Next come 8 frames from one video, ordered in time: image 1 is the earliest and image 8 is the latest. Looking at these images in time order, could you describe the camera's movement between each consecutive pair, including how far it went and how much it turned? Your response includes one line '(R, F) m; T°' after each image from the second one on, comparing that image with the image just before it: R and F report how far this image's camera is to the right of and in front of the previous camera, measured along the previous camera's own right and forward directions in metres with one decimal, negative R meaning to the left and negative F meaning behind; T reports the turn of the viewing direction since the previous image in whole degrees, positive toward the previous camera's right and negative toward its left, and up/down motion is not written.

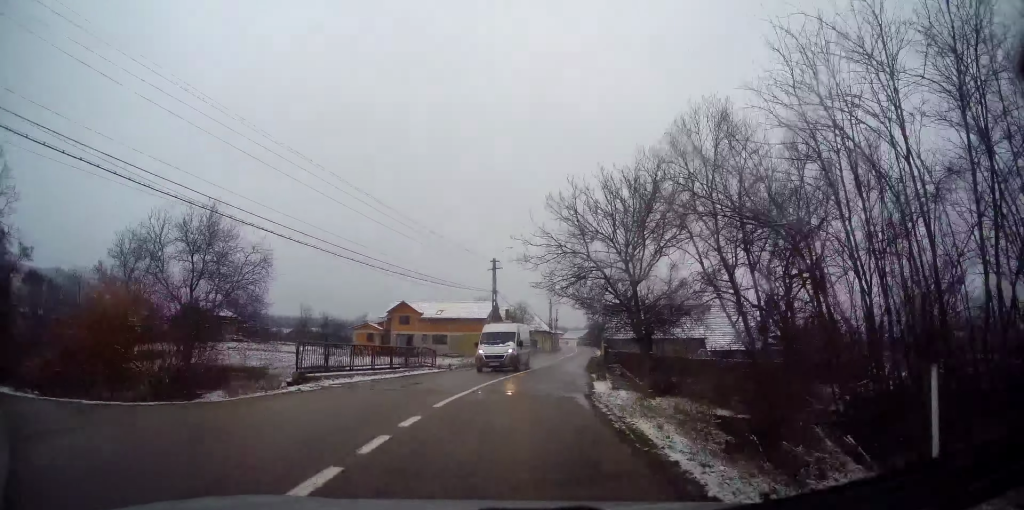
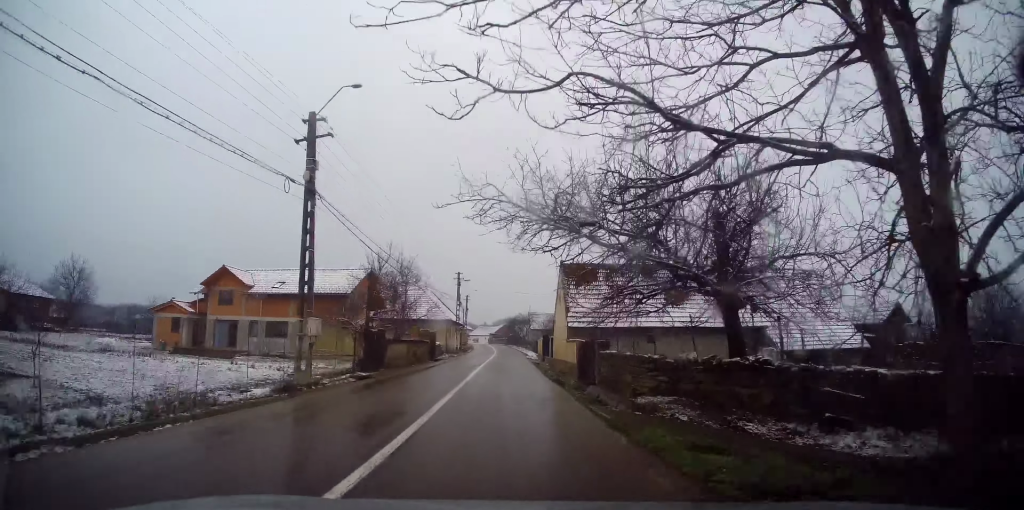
(+2.3, +27.6) m; +9°
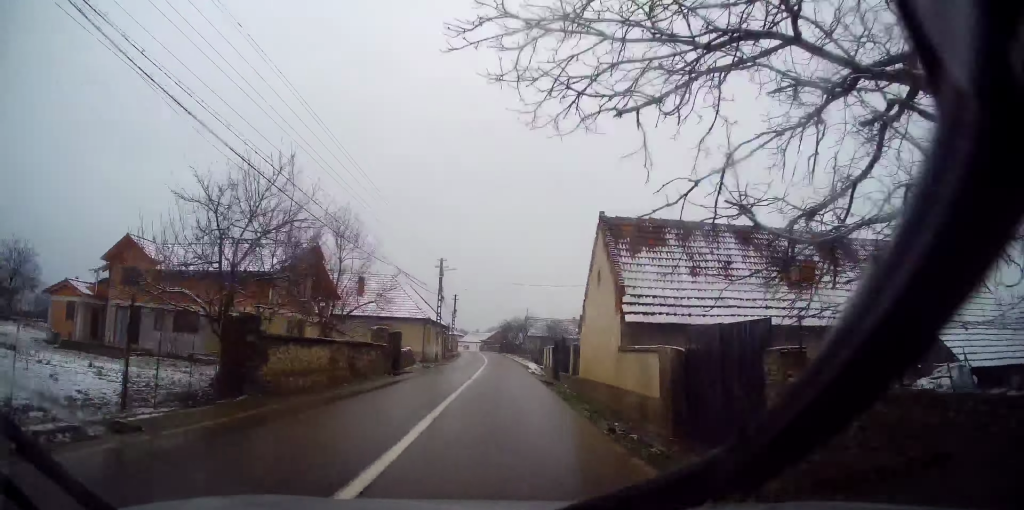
(+0.3, +12.0) m; +1°
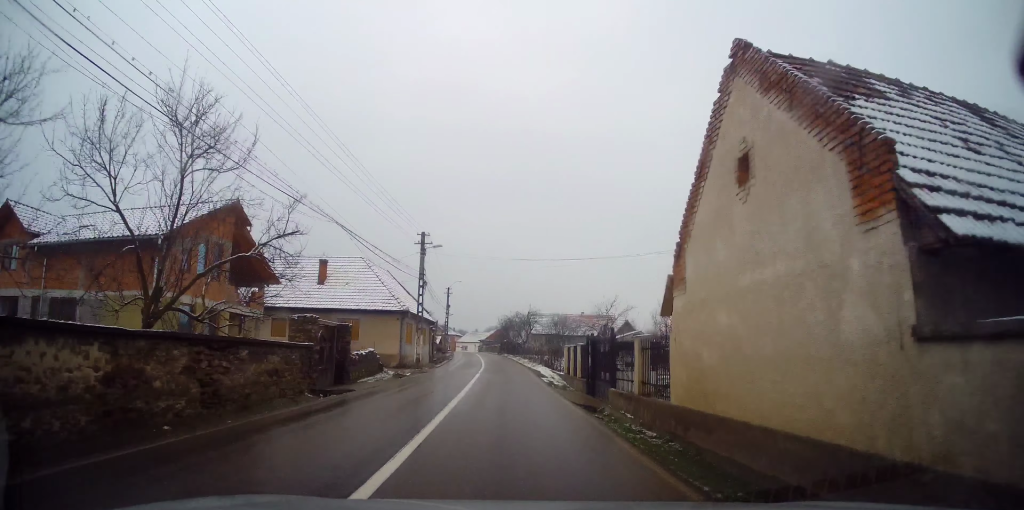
(0.0, +10.1) m; 0°
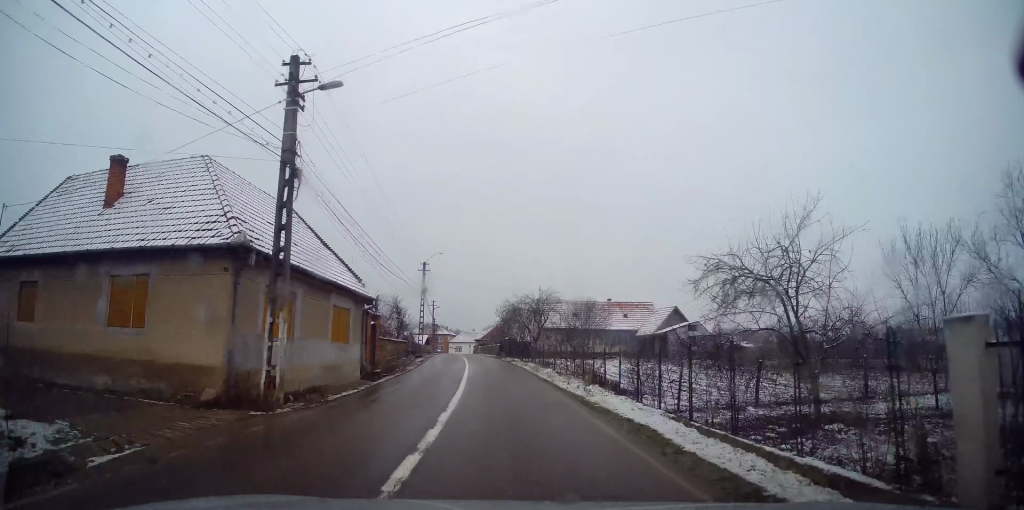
(0.0, +21.2) m; +1°
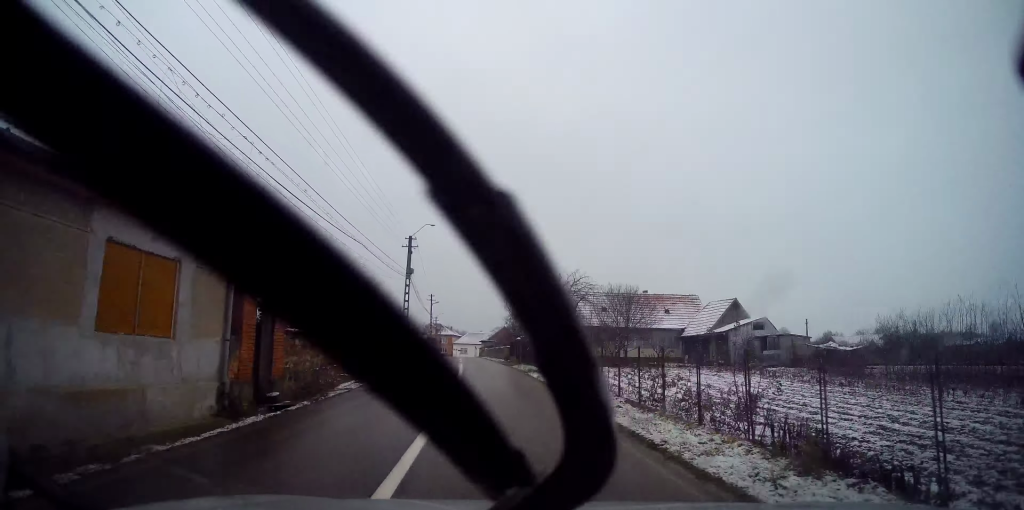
(+0.3, +12.1) m; -1°
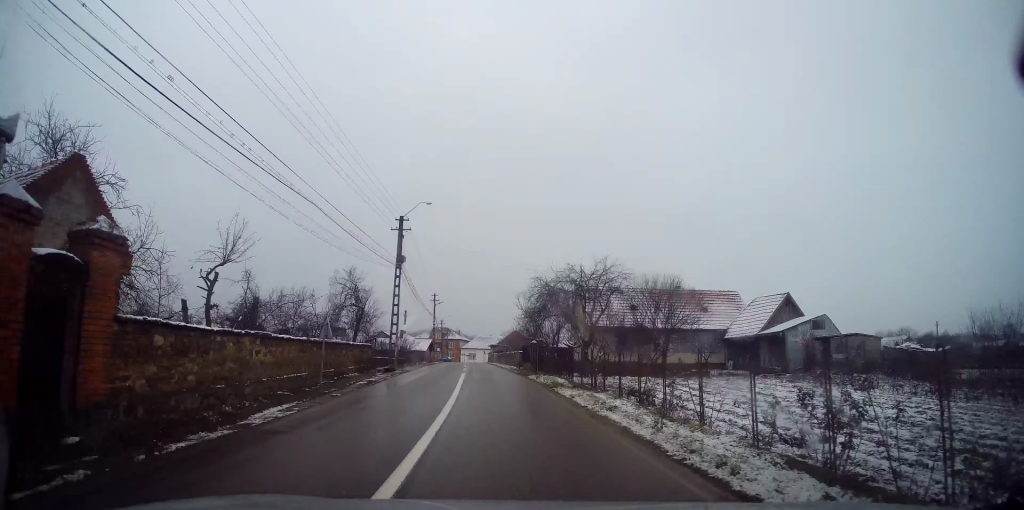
(-0.1, +6.7) m; -1°
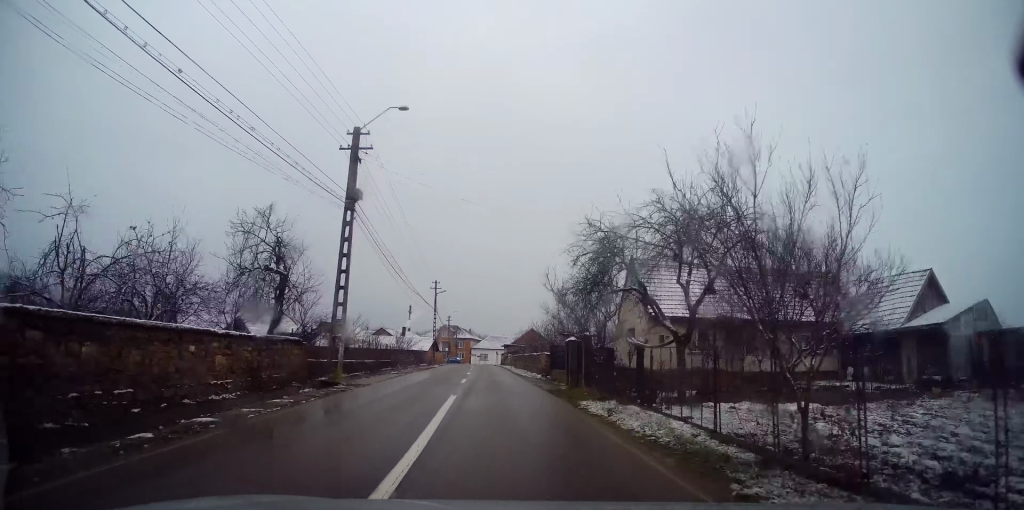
(-0.4, +12.3) m; -2°
